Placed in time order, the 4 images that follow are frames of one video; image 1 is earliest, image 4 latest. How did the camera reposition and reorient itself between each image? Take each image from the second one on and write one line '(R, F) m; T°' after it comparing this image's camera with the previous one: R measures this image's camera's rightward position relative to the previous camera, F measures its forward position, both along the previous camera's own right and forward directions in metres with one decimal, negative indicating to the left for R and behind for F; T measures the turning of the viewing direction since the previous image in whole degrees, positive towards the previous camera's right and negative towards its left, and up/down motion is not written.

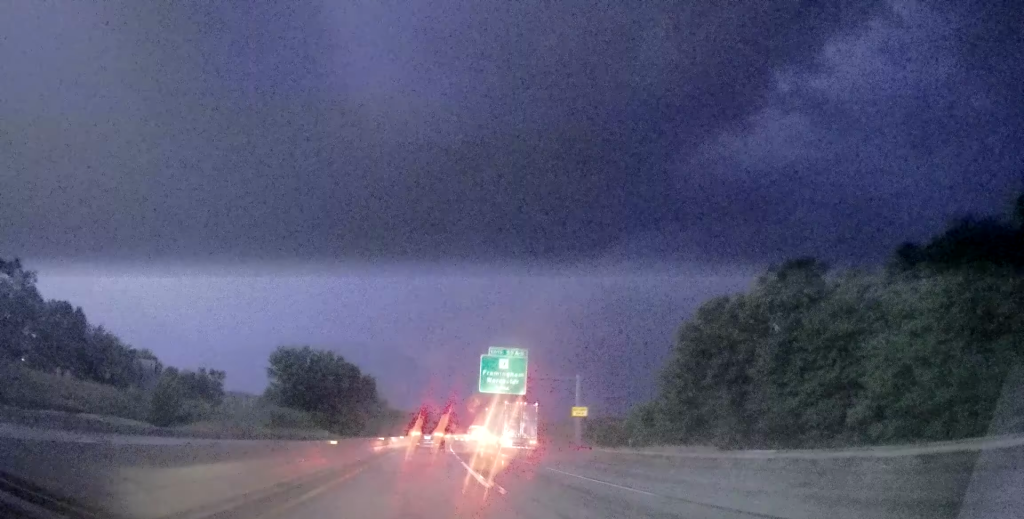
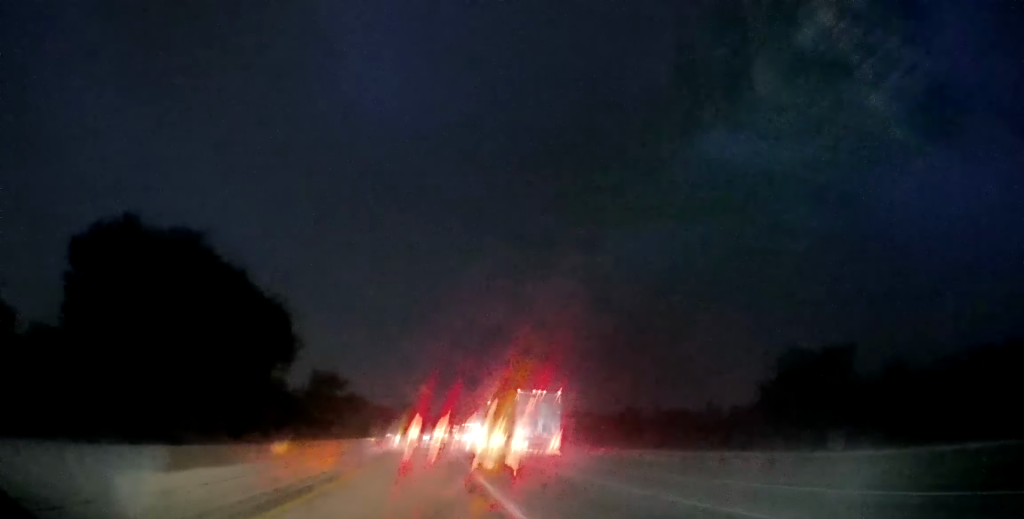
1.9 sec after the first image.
(-0.1, +52.5) m; 0°
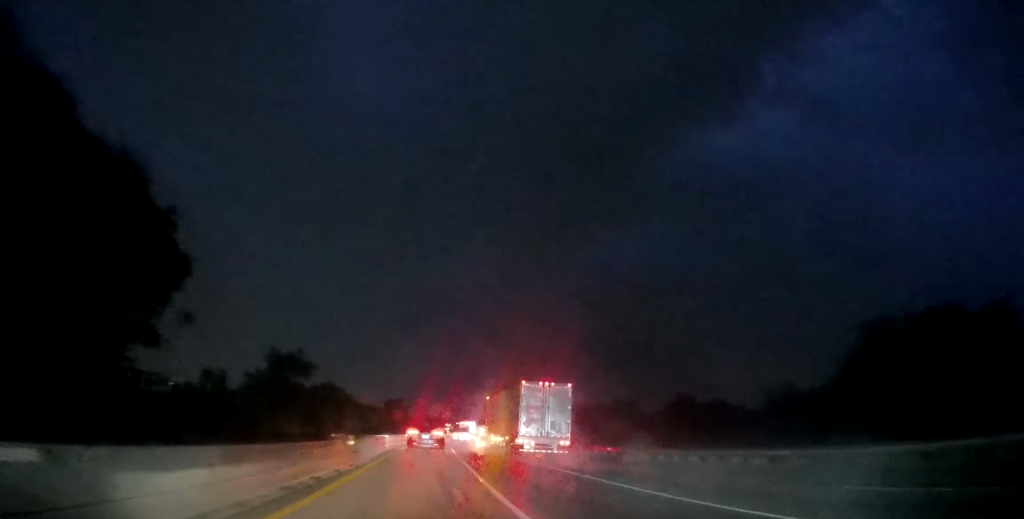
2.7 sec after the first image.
(0.0, +22.7) m; +1°
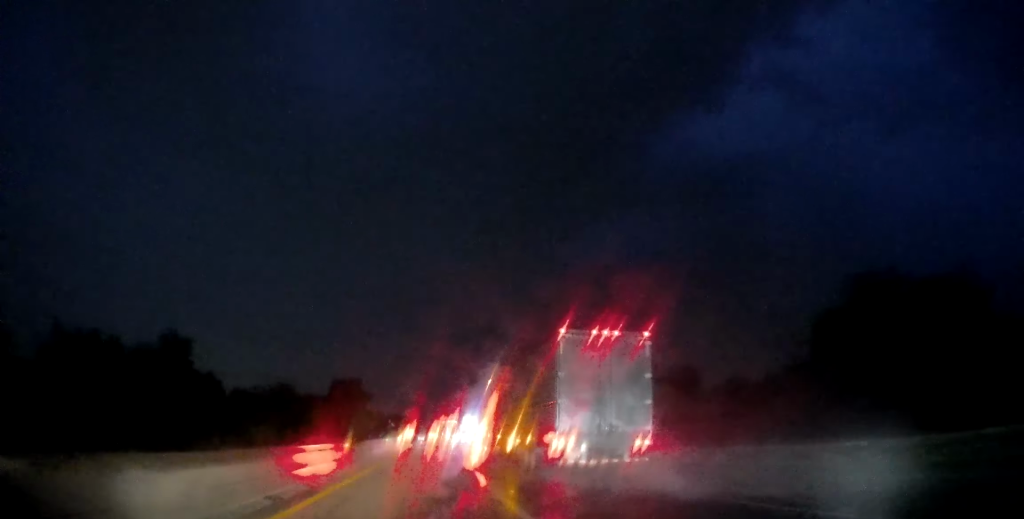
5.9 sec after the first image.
(+1.9, +84.0) m; +2°
